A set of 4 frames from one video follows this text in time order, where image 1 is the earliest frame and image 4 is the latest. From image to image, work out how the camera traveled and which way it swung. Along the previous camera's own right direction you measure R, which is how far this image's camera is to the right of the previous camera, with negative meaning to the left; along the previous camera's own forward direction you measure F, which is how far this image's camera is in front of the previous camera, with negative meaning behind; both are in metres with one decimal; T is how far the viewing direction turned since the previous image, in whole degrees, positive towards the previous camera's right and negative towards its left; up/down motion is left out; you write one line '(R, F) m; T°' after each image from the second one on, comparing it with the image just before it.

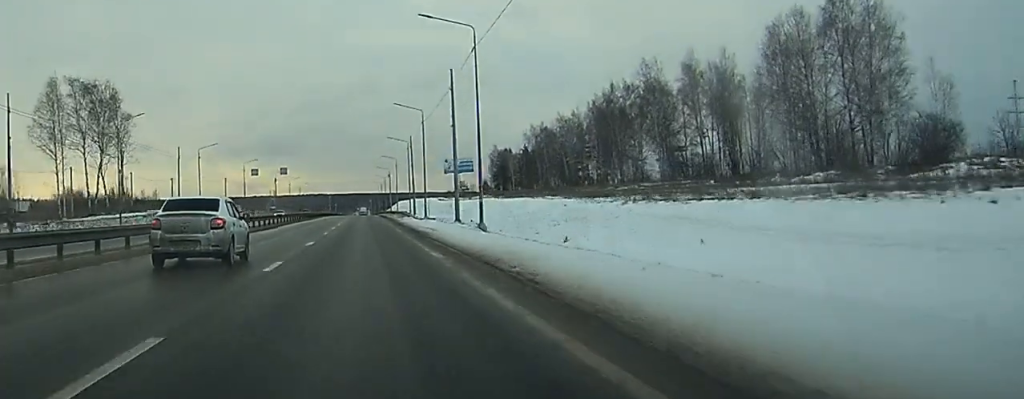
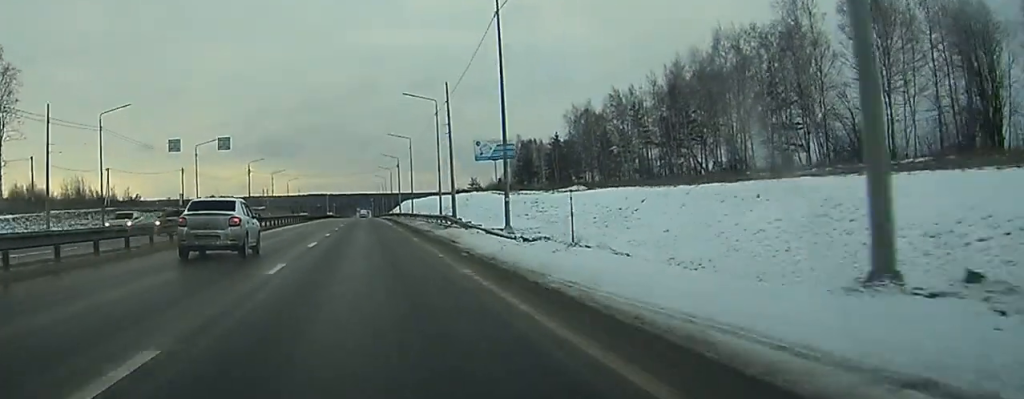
(-0.1, +48.4) m; 0°
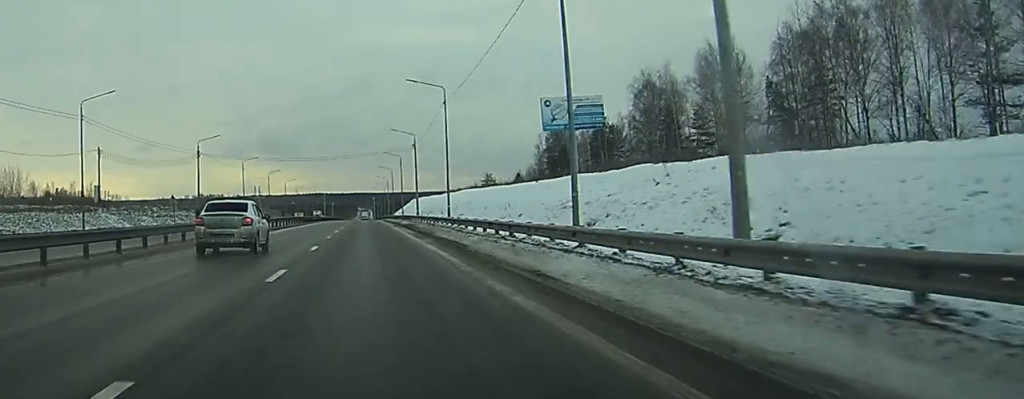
(-0.1, +49.0) m; 0°
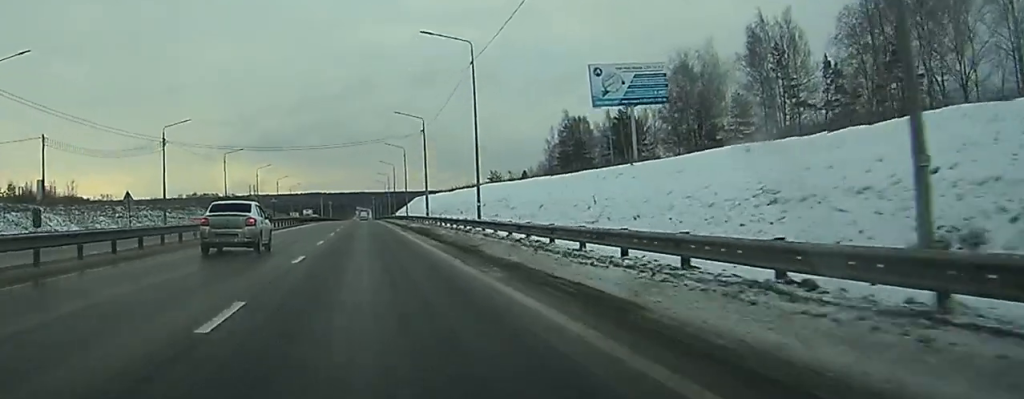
(0.0, +18.2) m; 0°
